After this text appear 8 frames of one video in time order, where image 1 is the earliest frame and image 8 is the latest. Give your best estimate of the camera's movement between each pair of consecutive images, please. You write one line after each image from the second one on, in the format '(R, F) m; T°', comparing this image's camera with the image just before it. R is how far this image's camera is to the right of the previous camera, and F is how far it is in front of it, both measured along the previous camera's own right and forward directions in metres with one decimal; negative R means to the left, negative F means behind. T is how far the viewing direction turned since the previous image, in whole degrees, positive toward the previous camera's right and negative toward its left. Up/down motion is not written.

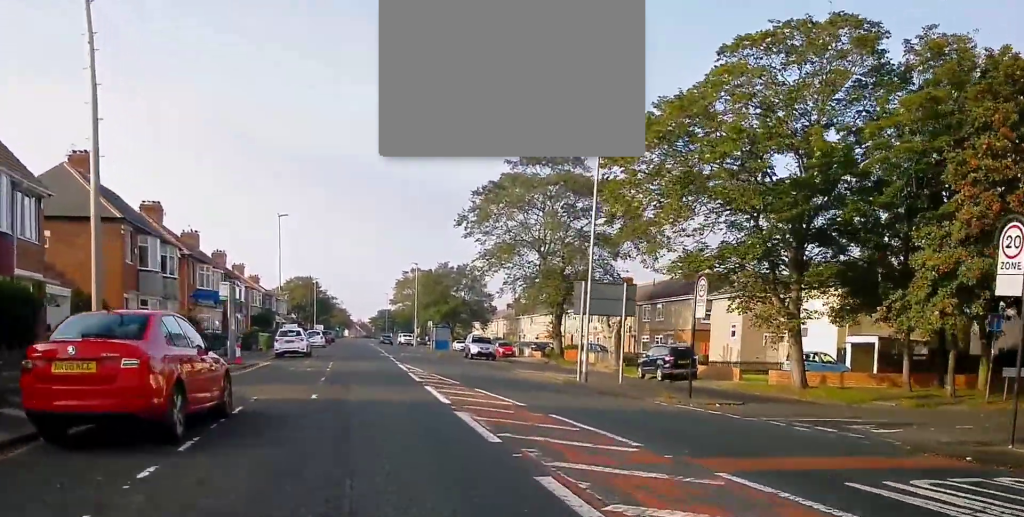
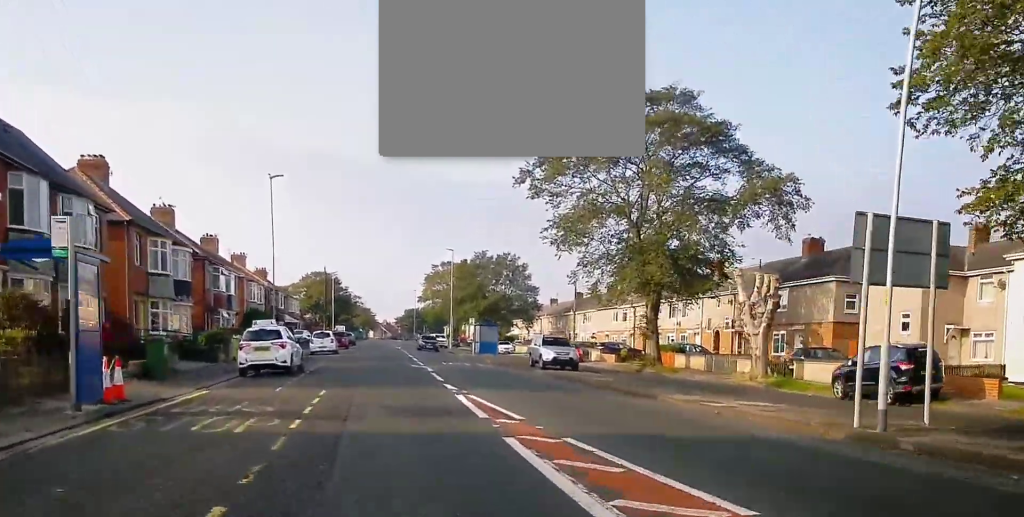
(-0.1, +16.6) m; 0°
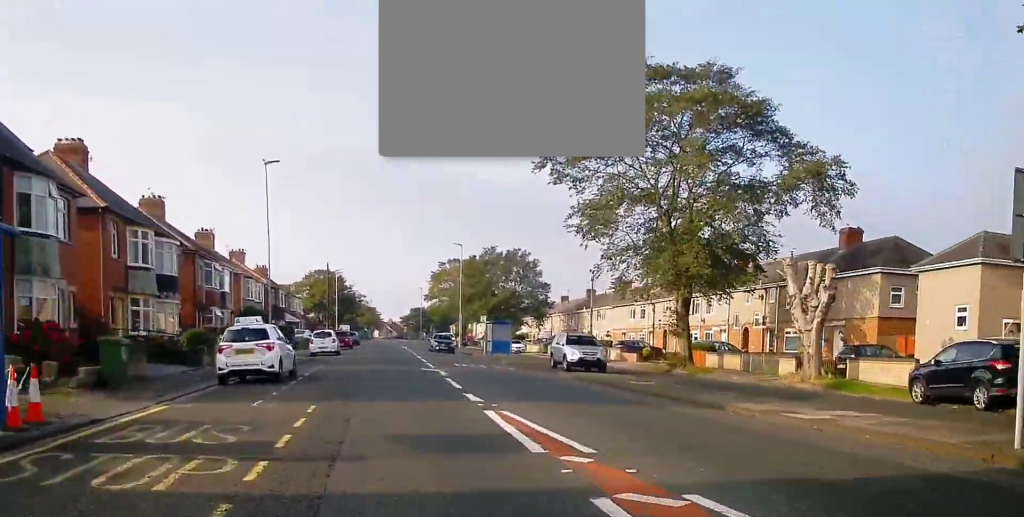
(+0.1, +3.9) m; 0°
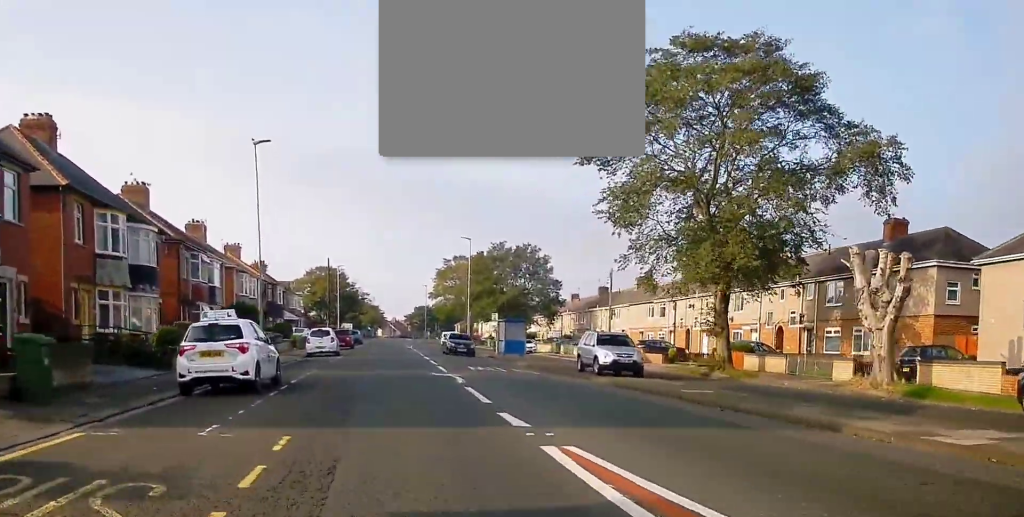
(+0.1, +4.3) m; 0°
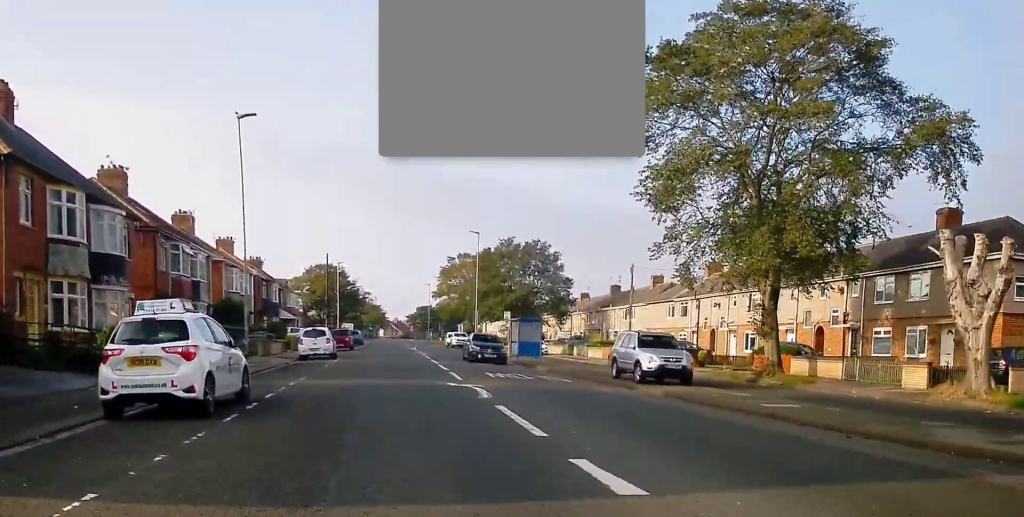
(-0.1, +4.8) m; -1°
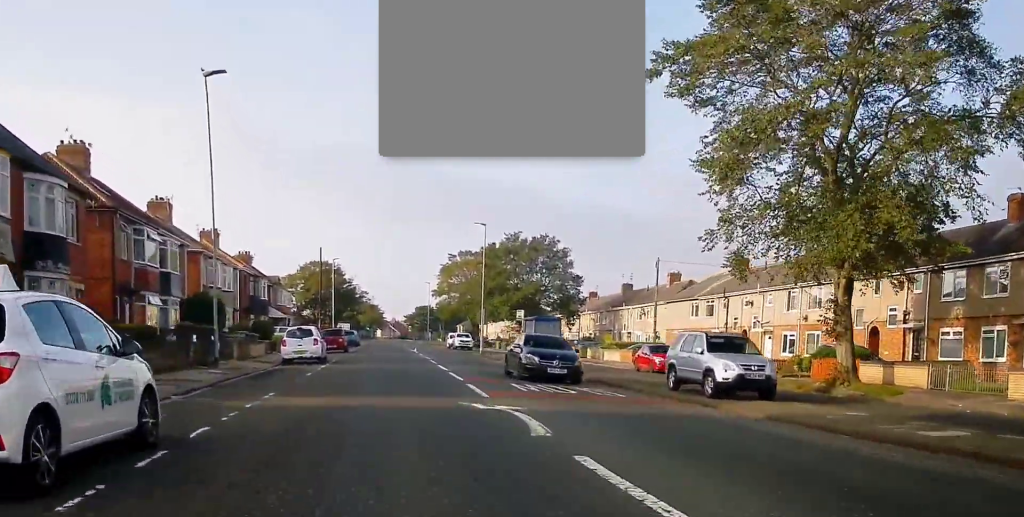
(-0.1, +5.9) m; 0°
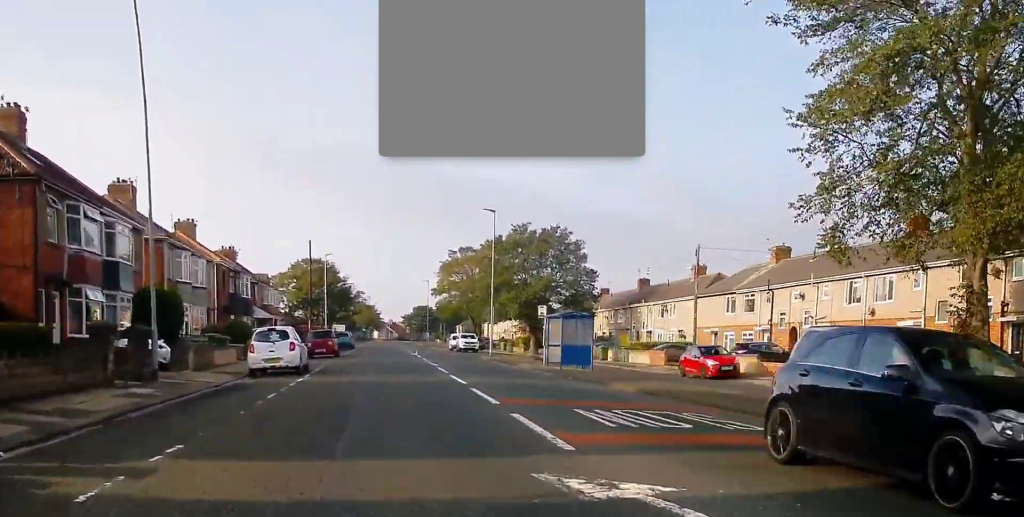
(0.0, +7.3) m; +1°
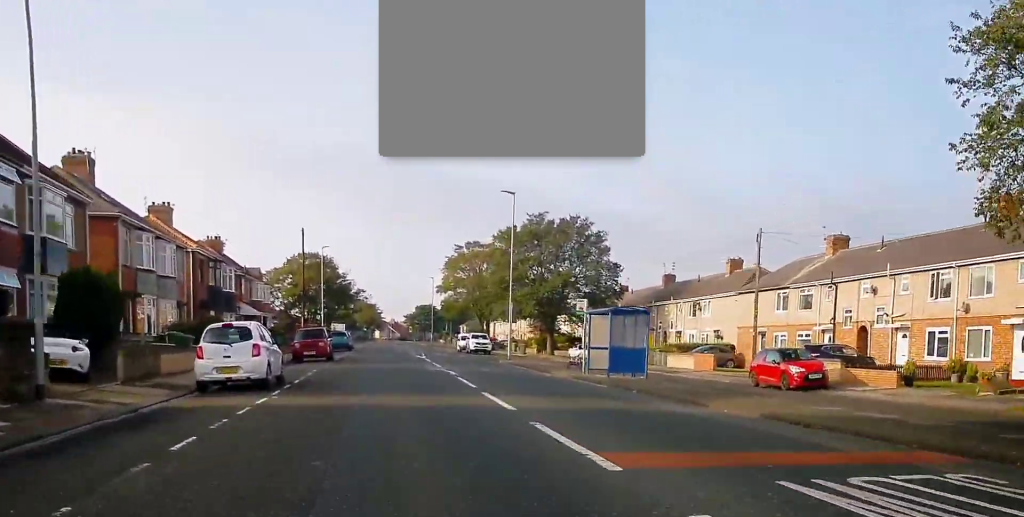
(+0.2, +7.3) m; -1°
